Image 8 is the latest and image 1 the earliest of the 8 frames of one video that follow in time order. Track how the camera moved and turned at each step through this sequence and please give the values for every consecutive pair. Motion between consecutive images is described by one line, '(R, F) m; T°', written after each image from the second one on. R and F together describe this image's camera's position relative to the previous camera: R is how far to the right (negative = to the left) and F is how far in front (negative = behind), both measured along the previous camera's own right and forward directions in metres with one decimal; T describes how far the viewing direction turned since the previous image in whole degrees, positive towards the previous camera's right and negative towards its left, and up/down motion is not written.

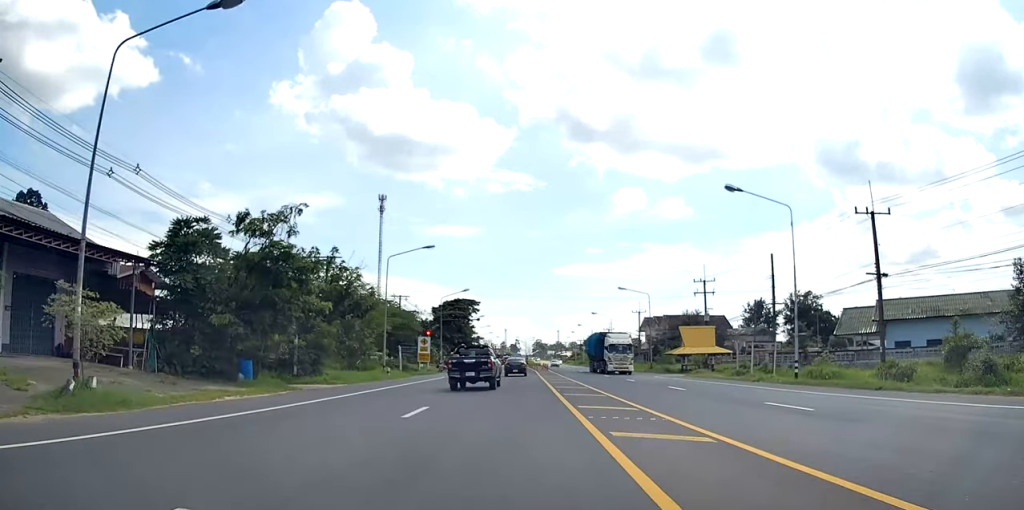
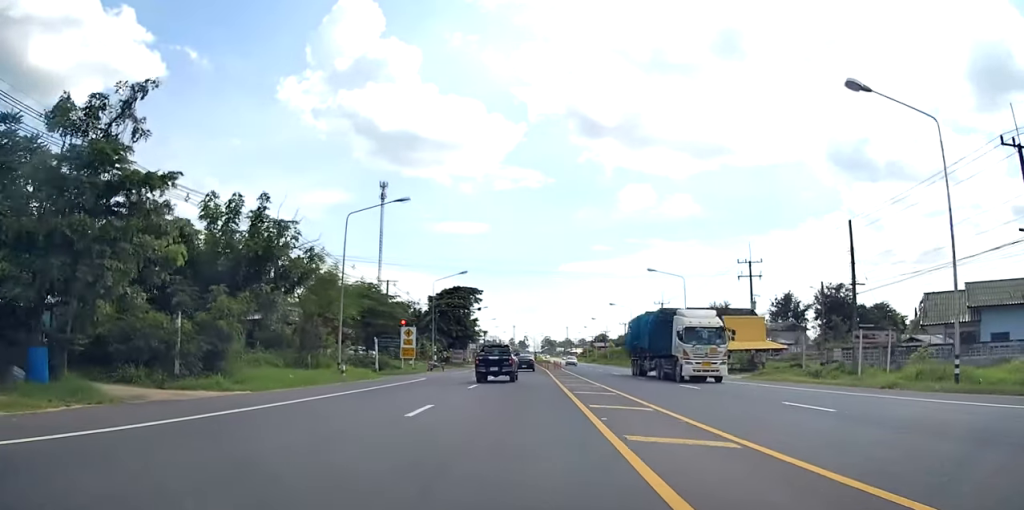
(0.0, +12.7) m; 0°
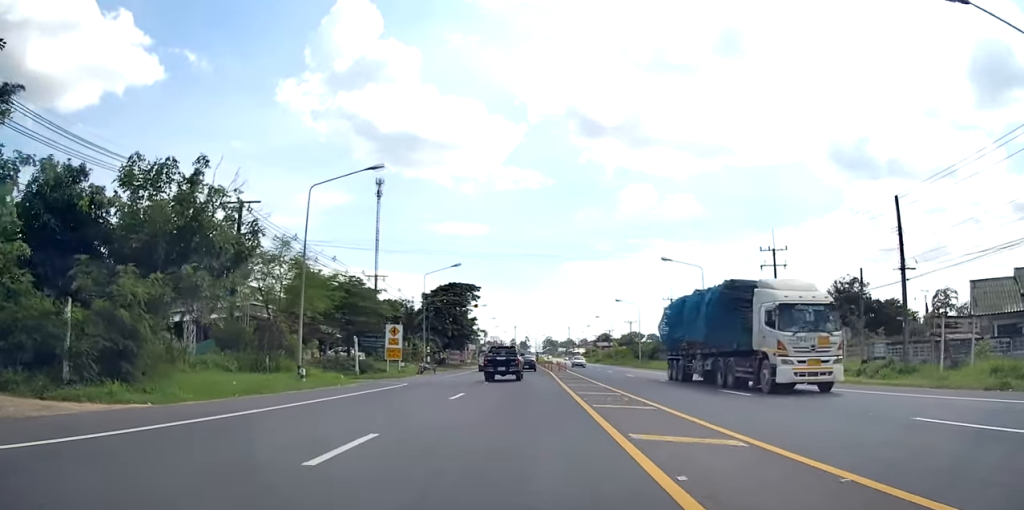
(0.0, +6.1) m; 0°
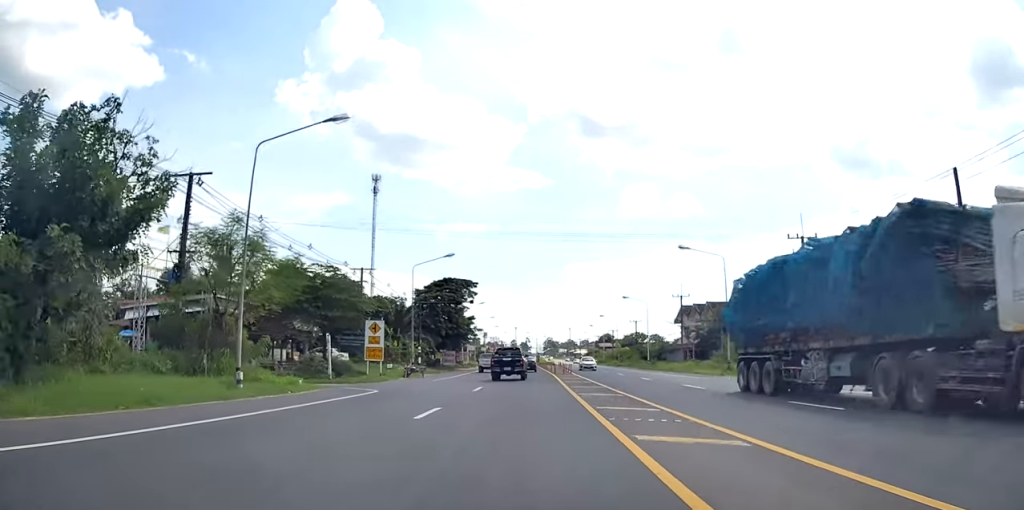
(0.0, +6.3) m; 0°
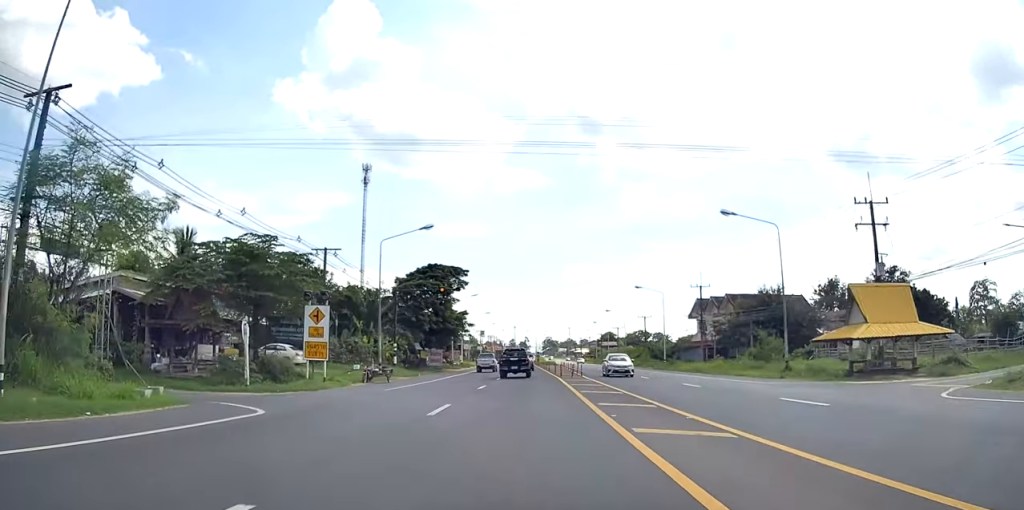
(0.0, +11.1) m; 0°
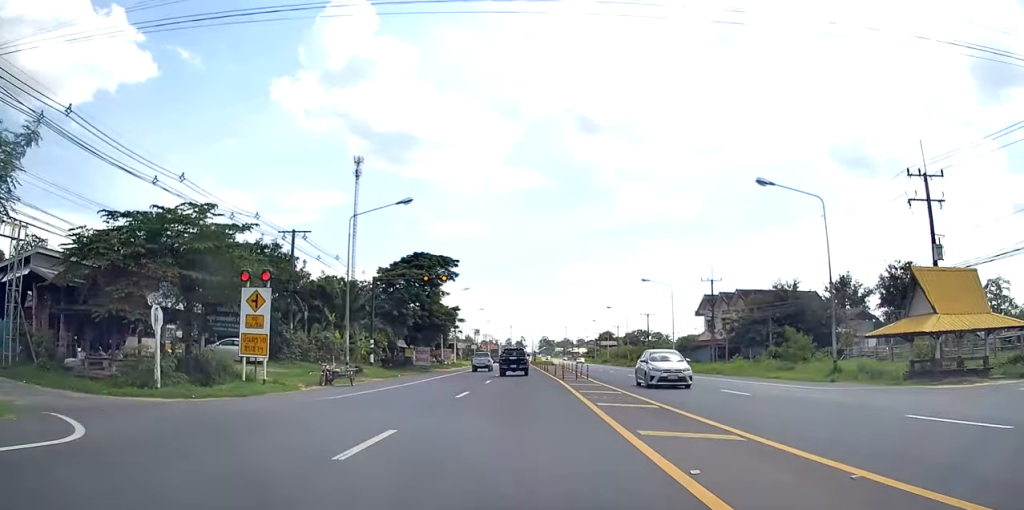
(0.0, +6.5) m; -1°
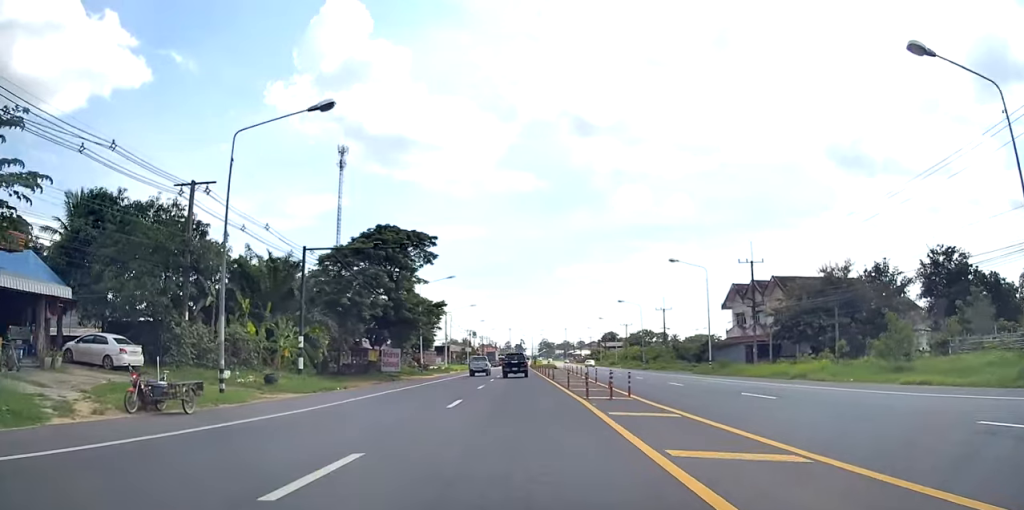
(-0.3, +13.7) m; -1°
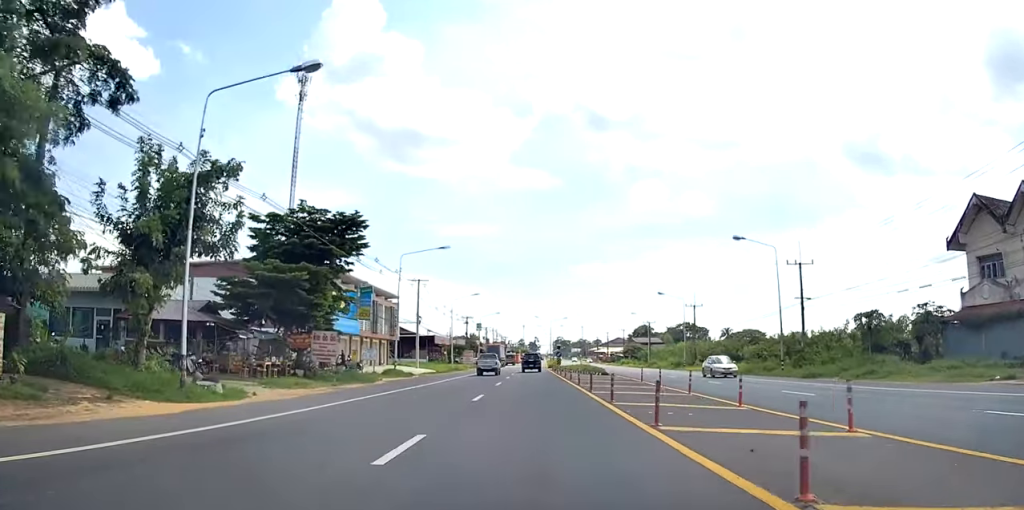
(+1.4, +45.3) m; +3°
